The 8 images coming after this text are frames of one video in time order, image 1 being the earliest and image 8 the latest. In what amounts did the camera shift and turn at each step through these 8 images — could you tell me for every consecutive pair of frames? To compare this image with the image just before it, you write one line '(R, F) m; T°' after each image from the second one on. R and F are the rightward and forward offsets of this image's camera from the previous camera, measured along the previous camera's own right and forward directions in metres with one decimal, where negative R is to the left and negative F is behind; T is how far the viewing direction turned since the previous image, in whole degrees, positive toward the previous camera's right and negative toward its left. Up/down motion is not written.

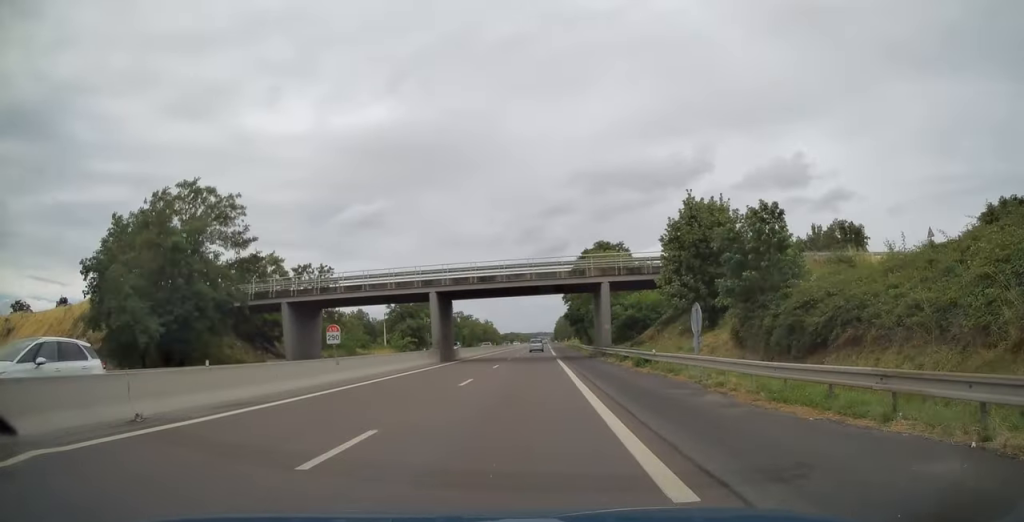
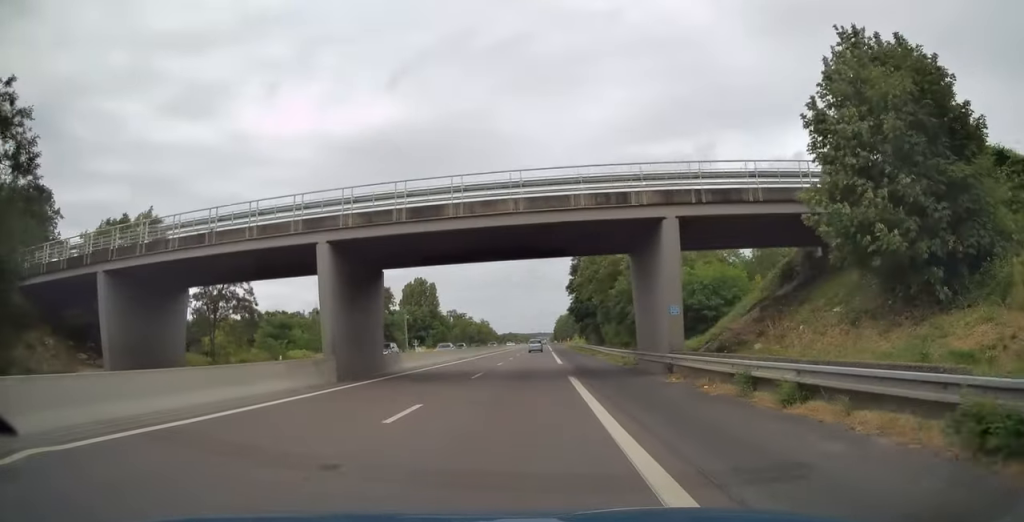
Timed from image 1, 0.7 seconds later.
(0.0, +21.9) m; 0°
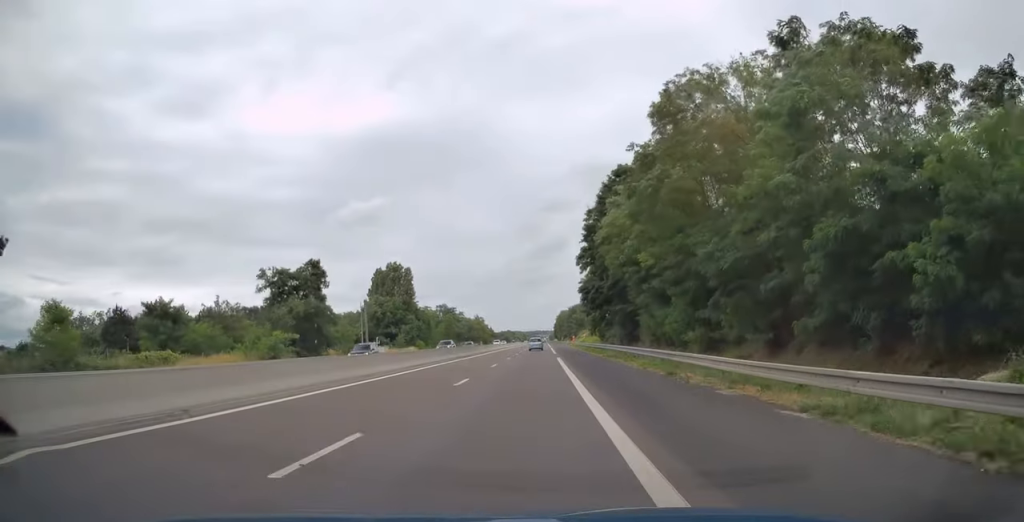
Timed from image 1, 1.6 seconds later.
(0.0, +29.9) m; 0°
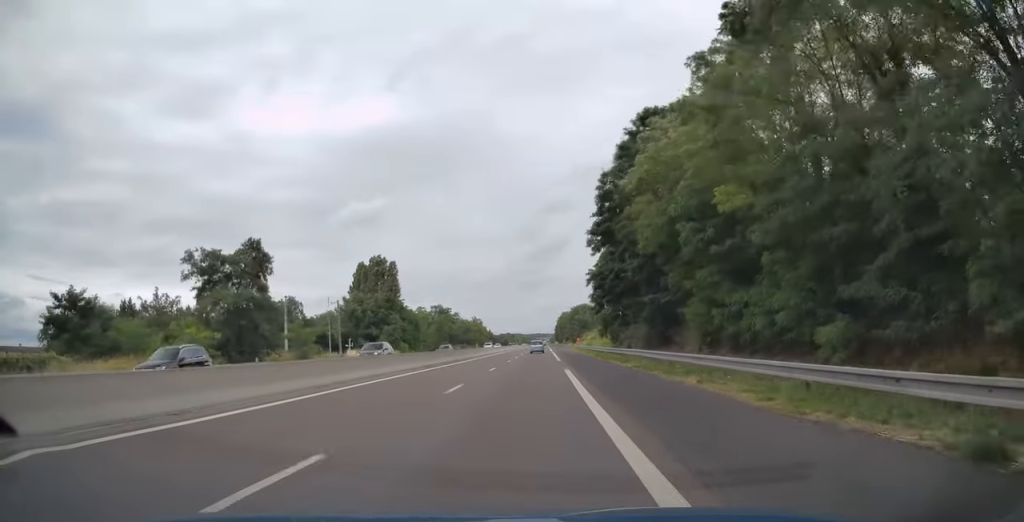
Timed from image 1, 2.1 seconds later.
(0.0, +14.4) m; 0°
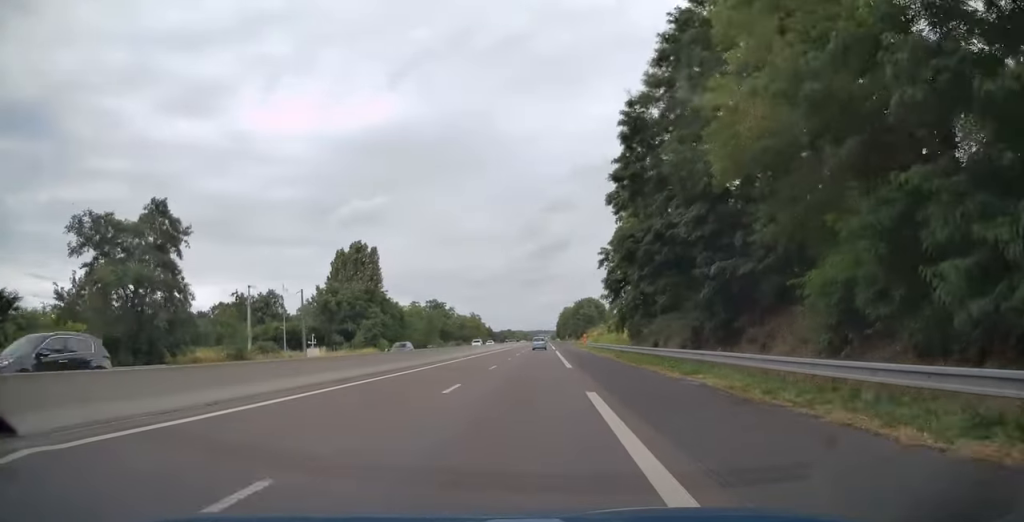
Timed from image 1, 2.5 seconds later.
(0.0, +14.4) m; 0°
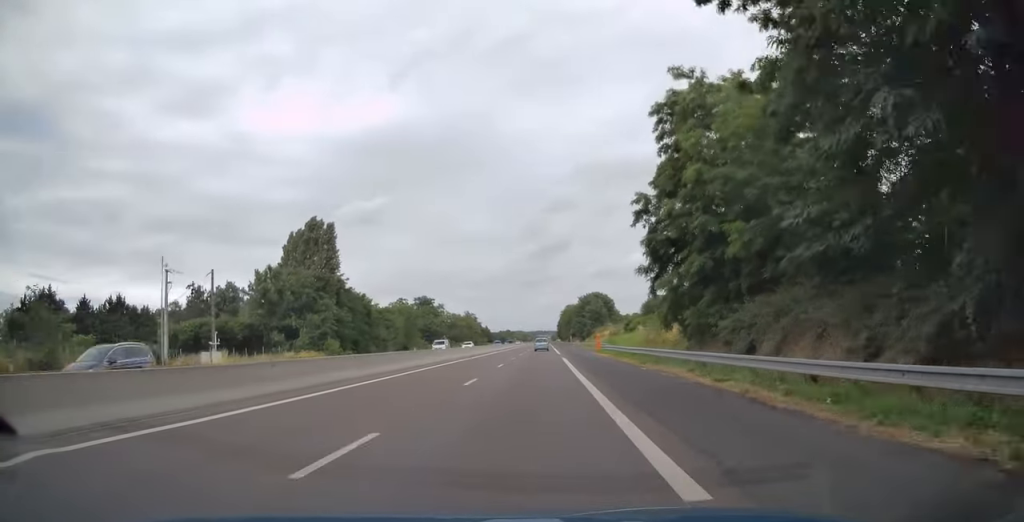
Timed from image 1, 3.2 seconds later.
(0.0, +22.4) m; 0°
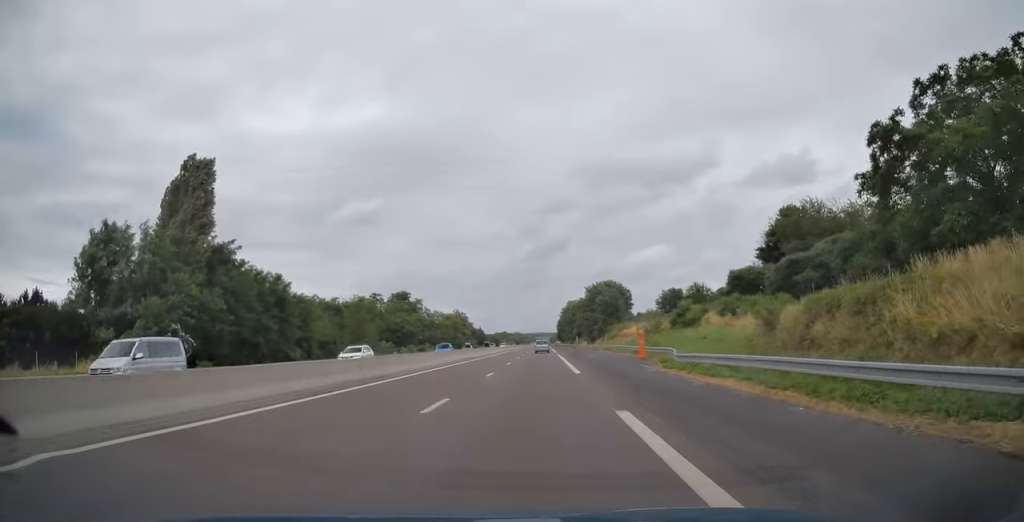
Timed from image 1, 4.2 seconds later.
(-0.2, +32.8) m; 0°
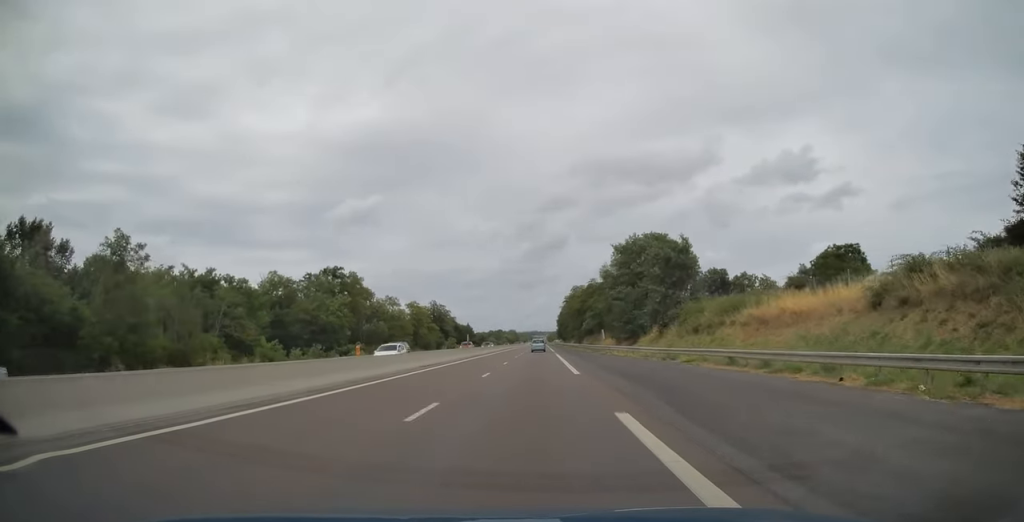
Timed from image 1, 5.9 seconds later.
(+0.1, +52.6) m; 0°
